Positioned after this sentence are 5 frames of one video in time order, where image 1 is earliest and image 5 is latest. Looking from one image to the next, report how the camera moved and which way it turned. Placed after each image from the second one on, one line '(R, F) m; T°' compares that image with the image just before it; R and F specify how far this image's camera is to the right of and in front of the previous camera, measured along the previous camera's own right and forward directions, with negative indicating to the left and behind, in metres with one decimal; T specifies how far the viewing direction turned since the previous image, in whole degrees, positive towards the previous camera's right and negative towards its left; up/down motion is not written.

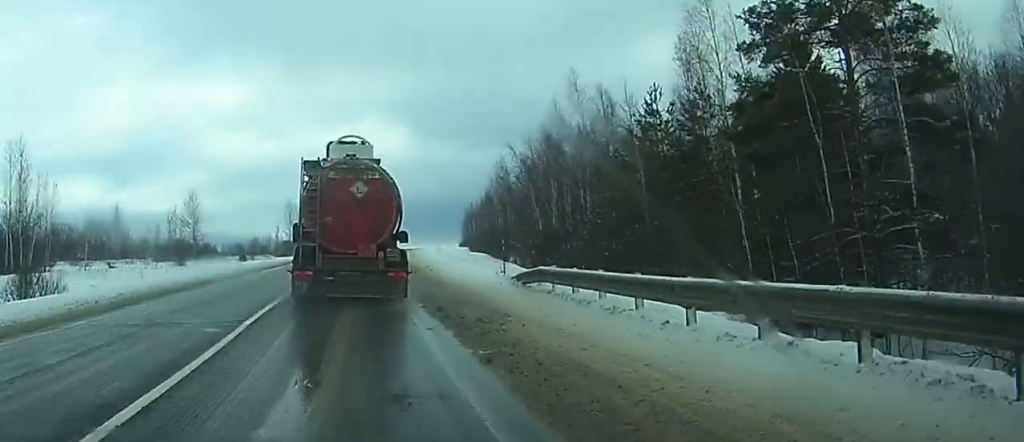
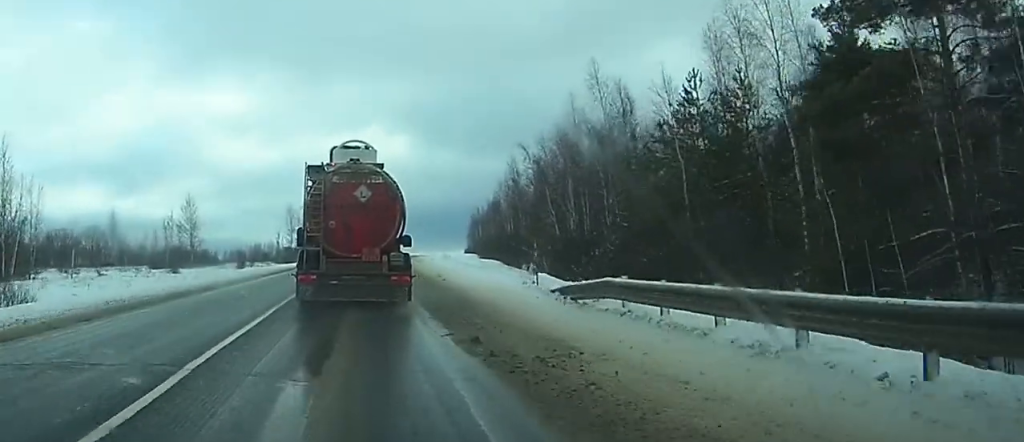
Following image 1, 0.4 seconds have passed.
(0.0, +5.0) m; 0°
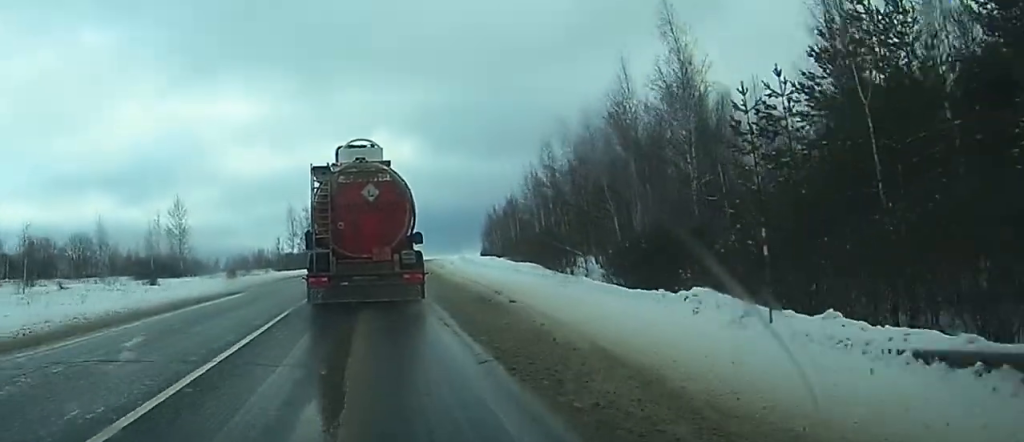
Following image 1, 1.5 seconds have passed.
(-0.1, +13.4) m; 0°
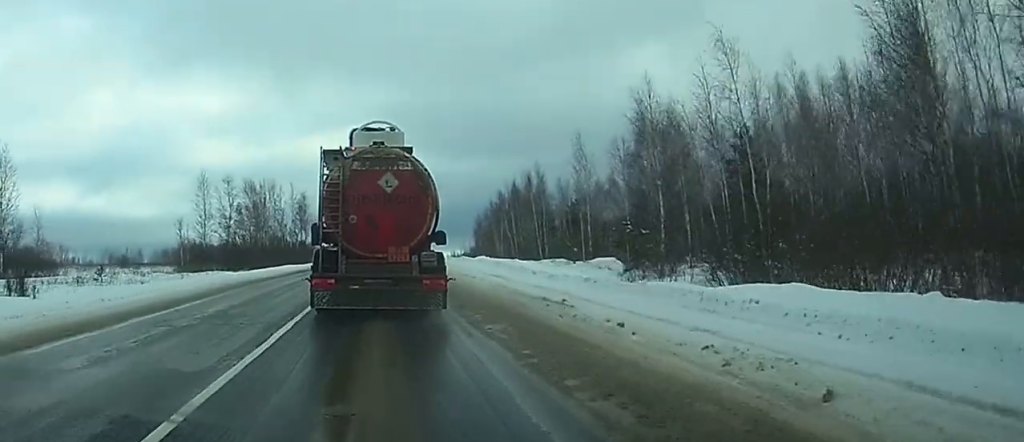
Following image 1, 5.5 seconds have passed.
(+1.1, +49.4) m; +3°
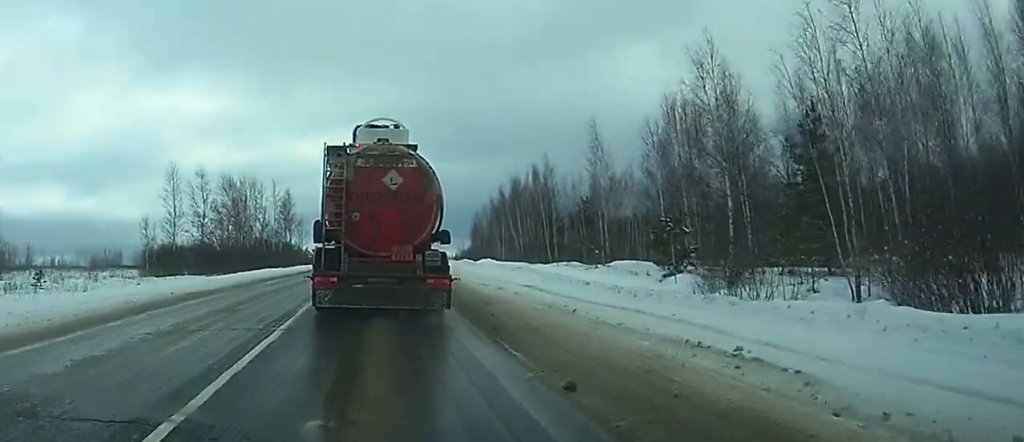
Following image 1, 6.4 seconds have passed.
(+0.1, +10.1) m; +1°
